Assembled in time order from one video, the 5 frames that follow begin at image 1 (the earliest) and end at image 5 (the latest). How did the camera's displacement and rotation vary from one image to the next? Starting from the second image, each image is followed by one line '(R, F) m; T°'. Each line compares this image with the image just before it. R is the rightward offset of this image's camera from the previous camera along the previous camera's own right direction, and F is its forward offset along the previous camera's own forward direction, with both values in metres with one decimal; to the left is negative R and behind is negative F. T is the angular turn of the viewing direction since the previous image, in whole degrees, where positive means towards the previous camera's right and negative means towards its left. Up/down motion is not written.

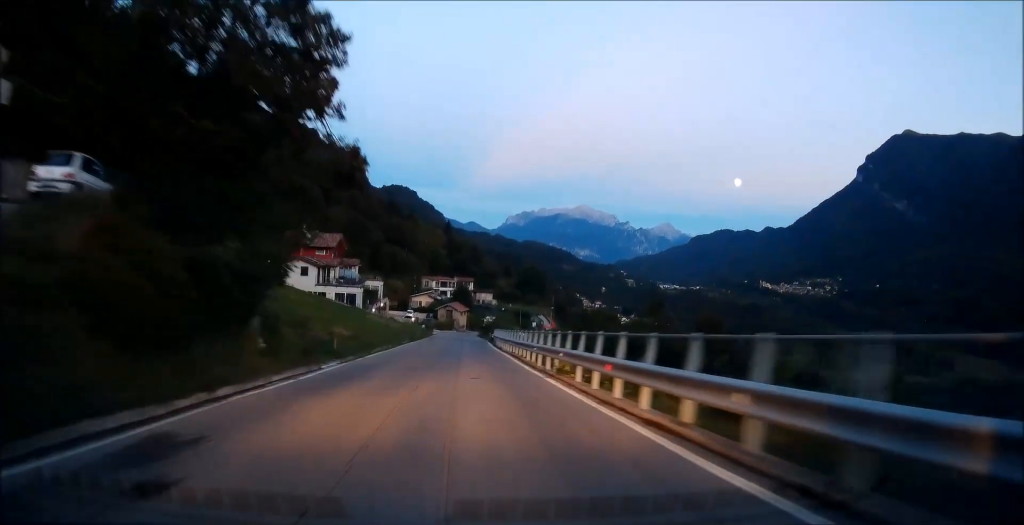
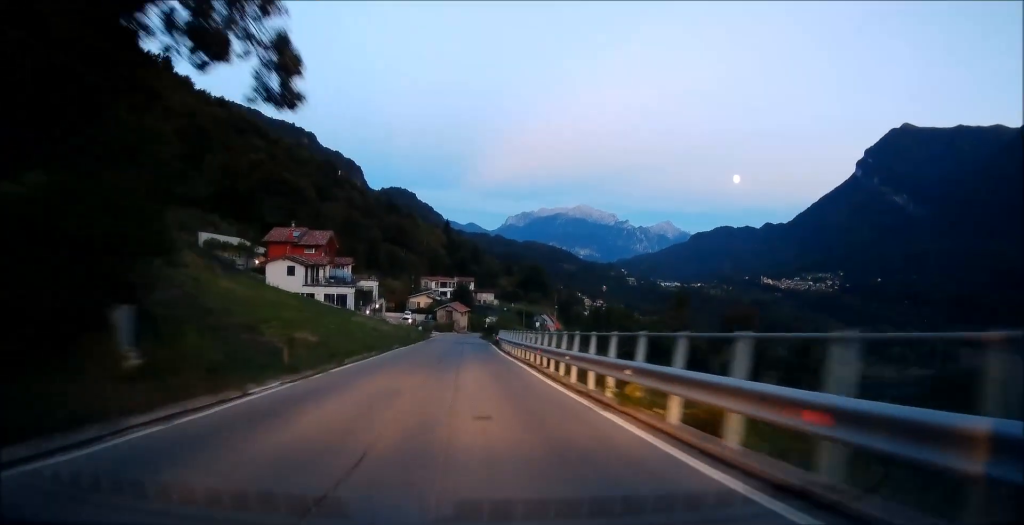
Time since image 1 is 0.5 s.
(+0.1, +6.7) m; 0°
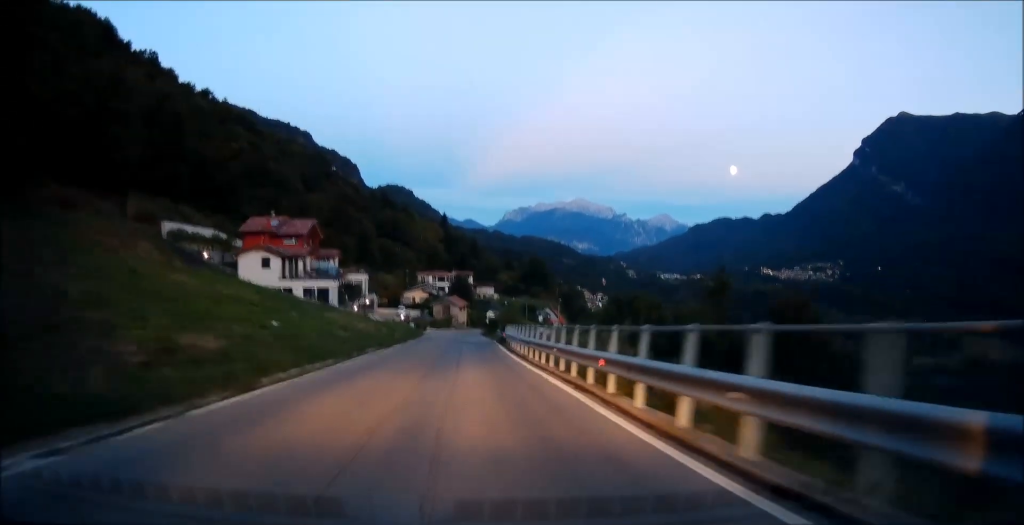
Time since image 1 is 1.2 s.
(0.0, +9.4) m; -1°
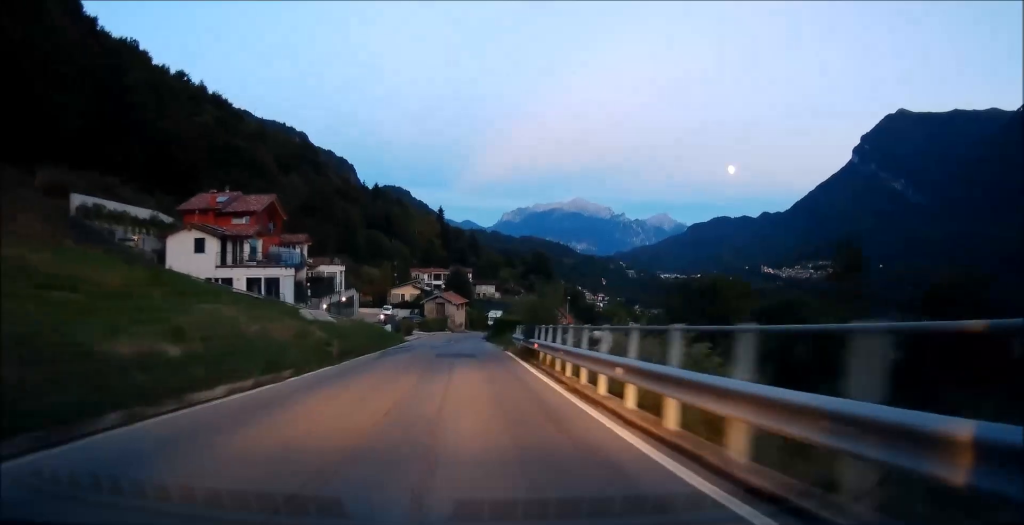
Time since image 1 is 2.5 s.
(-0.5, +17.7) m; -2°
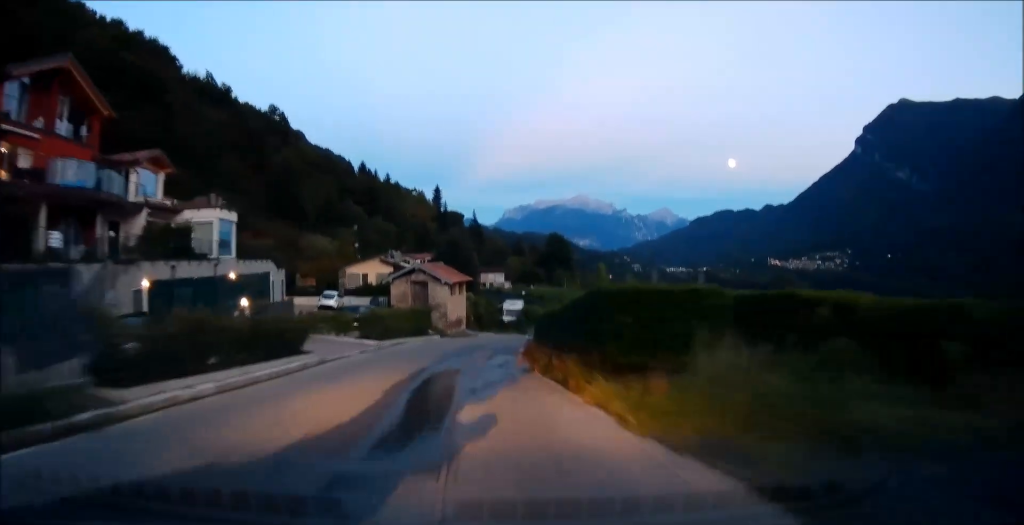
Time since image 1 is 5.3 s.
(+0.8, +39.2) m; +1°
